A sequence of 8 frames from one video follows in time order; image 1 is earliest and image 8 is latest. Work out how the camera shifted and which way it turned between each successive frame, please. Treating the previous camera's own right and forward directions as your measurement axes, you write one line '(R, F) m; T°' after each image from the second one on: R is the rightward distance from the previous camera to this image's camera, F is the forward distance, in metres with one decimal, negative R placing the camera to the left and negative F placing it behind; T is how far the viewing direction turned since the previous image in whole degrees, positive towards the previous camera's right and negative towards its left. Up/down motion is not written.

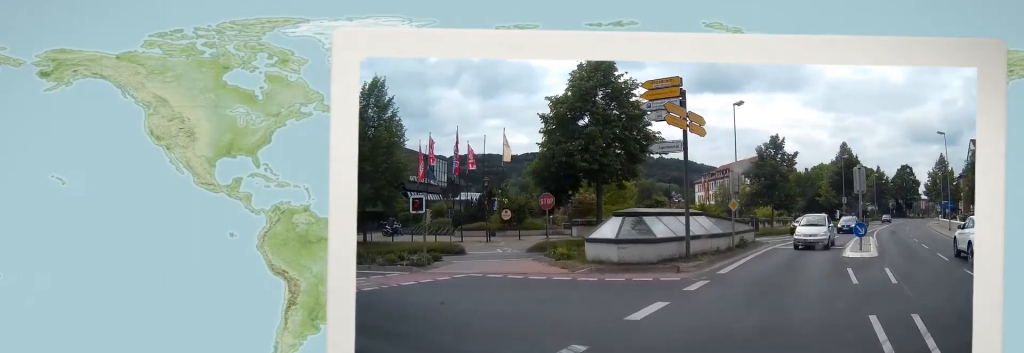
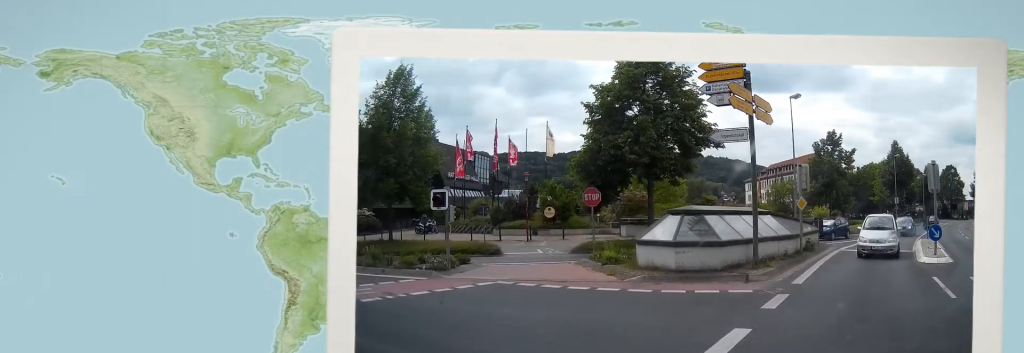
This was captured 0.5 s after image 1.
(-0.1, +2.4) m; -6°
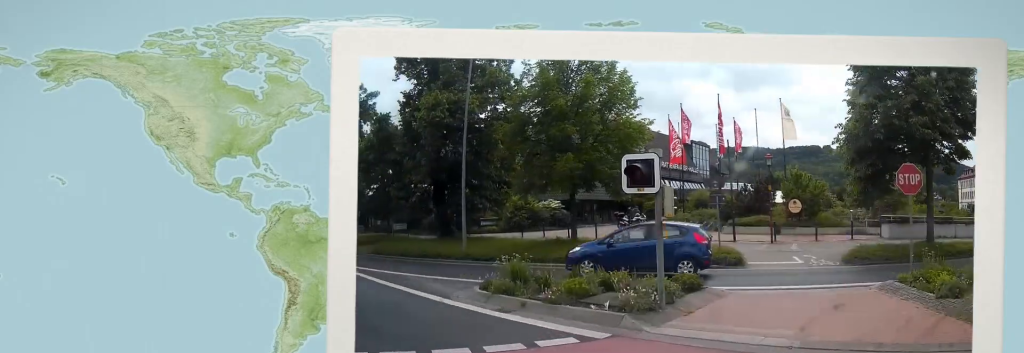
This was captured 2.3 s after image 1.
(-1.5, +7.1) m; -33°
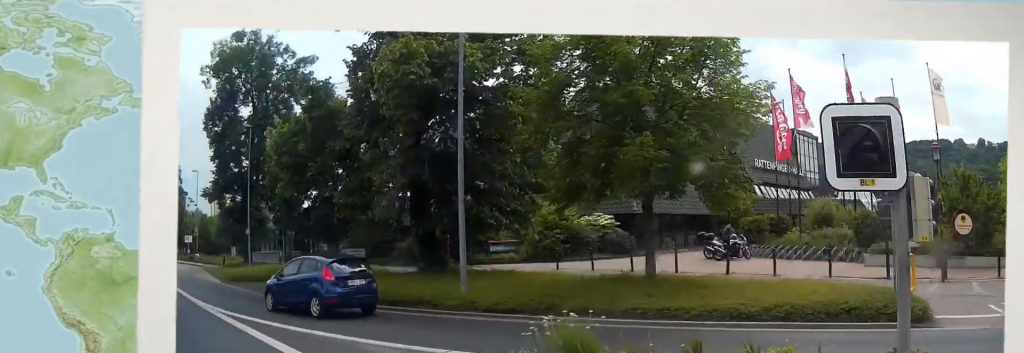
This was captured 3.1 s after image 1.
(-0.5, +2.6) m; -19°
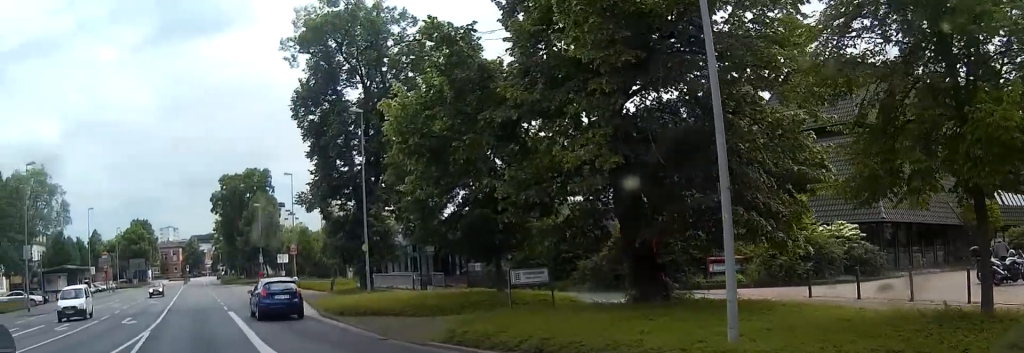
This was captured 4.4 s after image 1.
(-0.9, +4.3) m; -18°
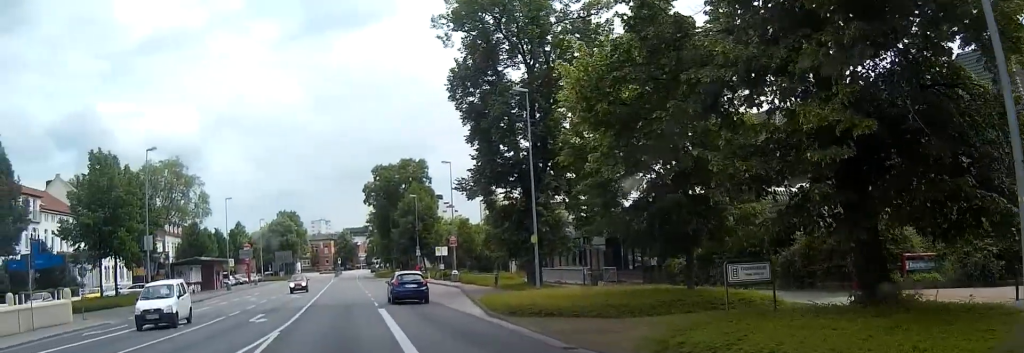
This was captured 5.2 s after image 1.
(-0.2, +3.3) m; -5°
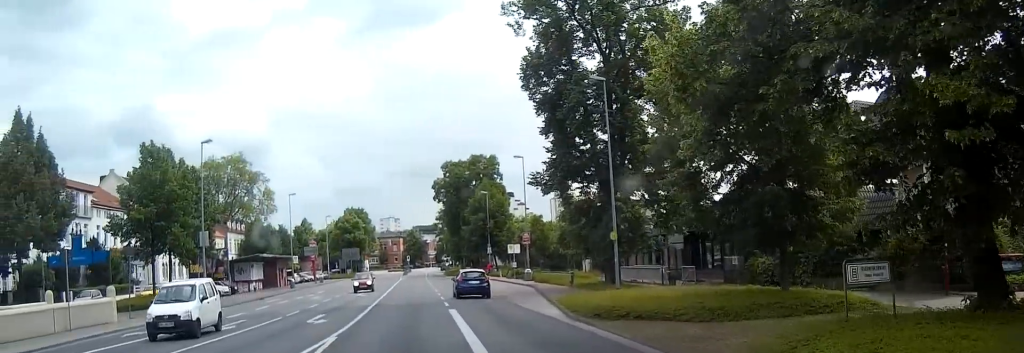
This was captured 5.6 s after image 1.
(-0.1, +1.9) m; -2°
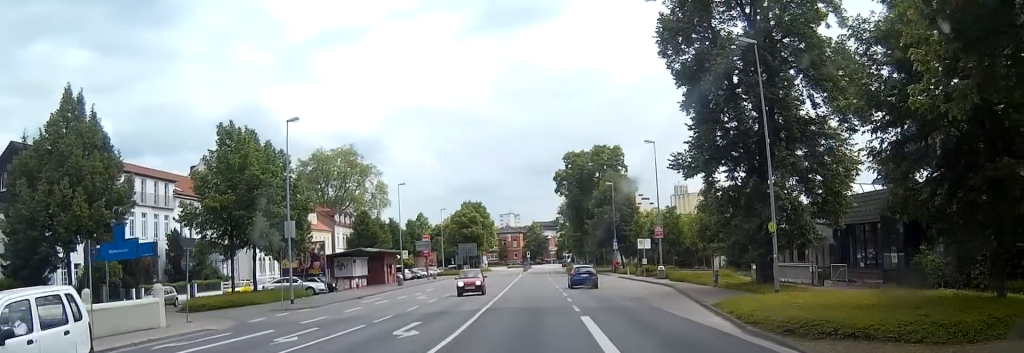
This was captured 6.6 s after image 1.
(-0.1, +5.9) m; +4°
